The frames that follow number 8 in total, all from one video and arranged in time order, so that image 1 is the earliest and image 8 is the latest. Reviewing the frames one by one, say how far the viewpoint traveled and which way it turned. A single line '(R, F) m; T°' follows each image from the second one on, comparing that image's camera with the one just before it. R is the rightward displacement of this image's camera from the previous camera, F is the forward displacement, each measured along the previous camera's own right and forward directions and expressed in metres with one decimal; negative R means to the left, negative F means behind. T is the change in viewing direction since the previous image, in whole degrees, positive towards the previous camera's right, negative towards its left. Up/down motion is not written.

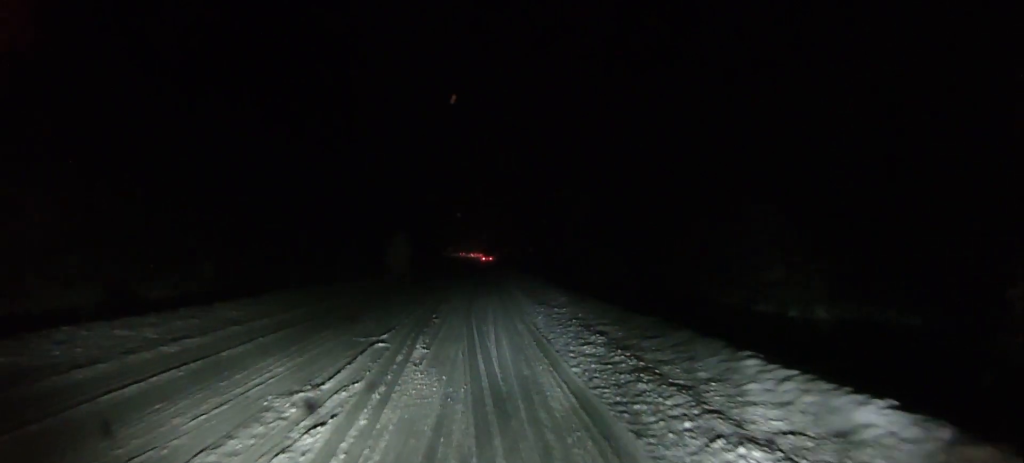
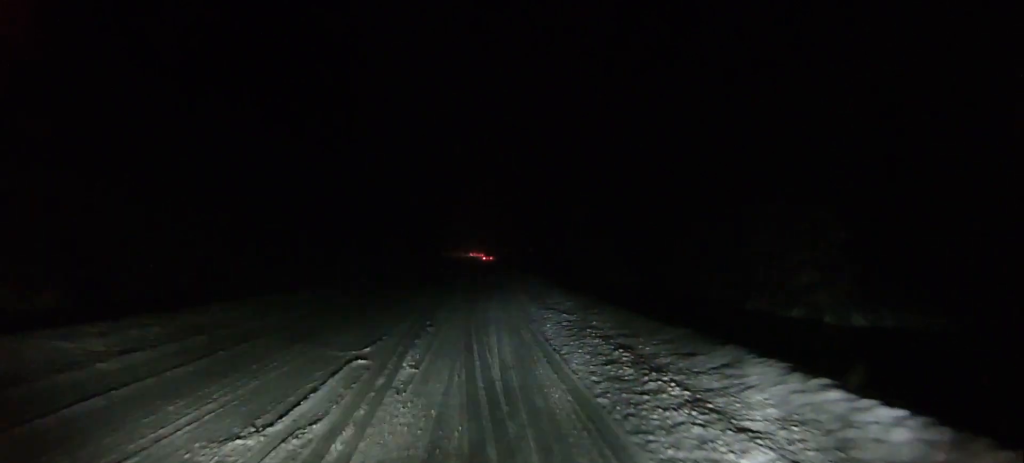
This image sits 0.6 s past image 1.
(0.0, +3.2) m; 0°
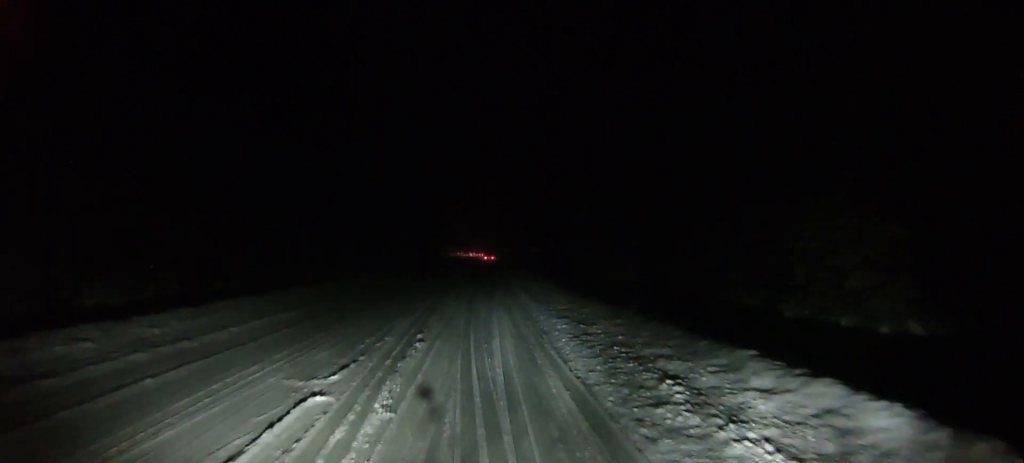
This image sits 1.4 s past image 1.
(0.0, +4.1) m; 0°
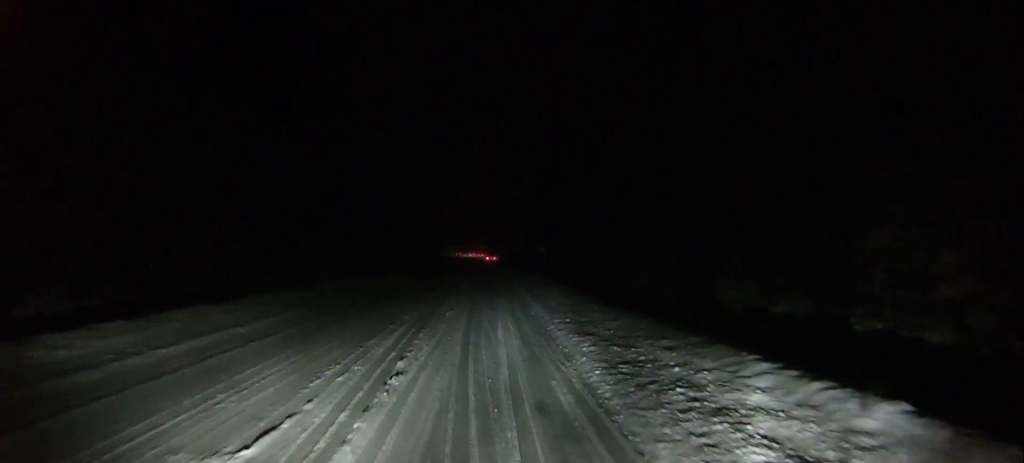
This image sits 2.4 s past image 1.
(0.0, +5.3) m; 0°
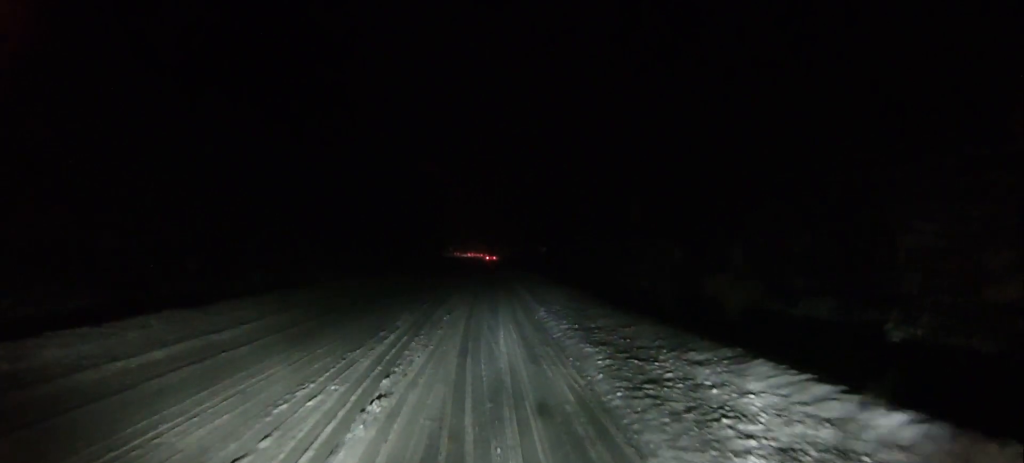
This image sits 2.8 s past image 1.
(0.0, +2.3) m; 0°
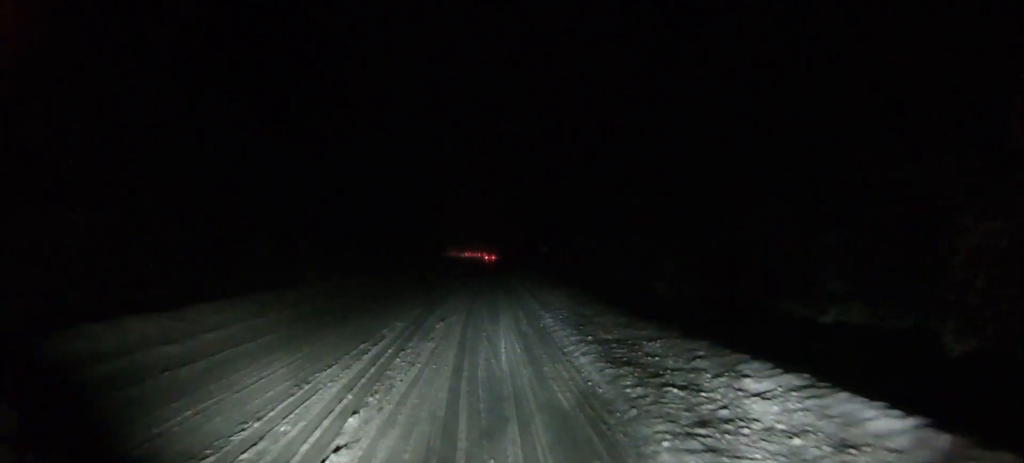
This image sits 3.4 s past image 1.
(0.0, +3.2) m; 0°
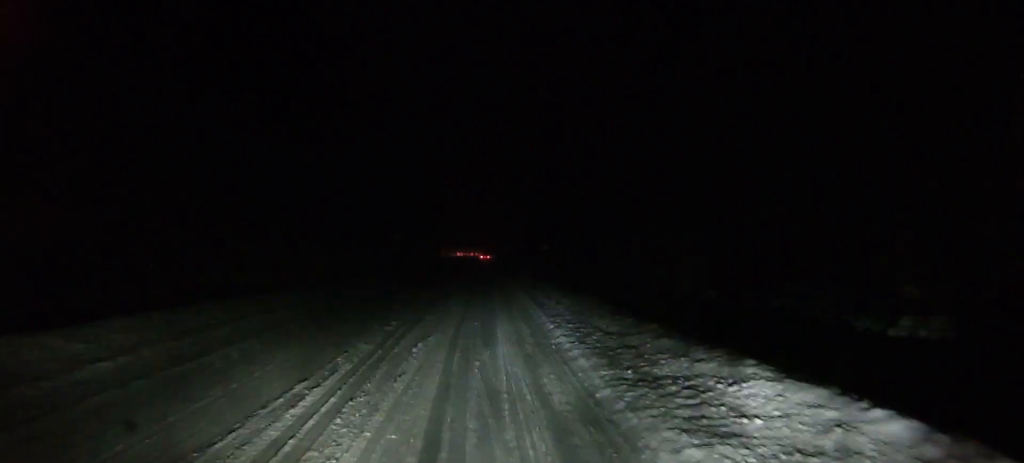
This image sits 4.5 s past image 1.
(0.0, +6.0) m; +1°
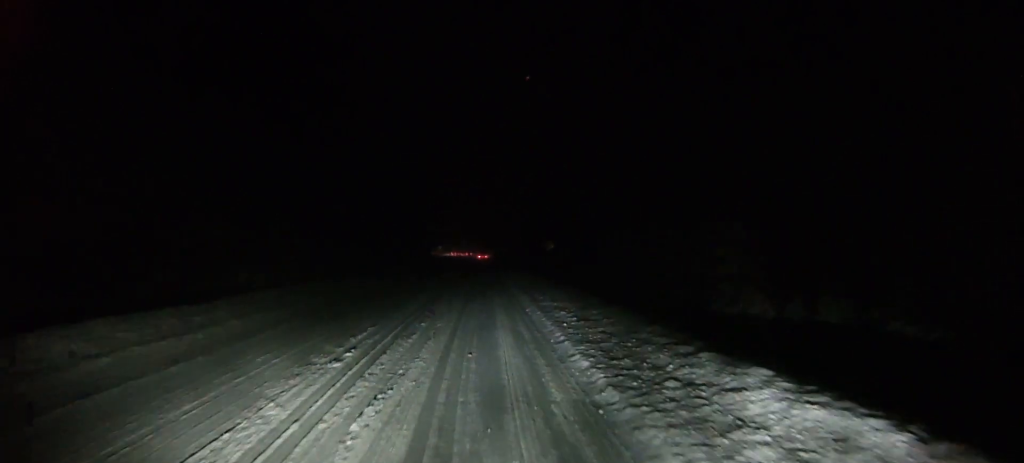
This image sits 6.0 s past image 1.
(+0.4, +7.7) m; +2°
